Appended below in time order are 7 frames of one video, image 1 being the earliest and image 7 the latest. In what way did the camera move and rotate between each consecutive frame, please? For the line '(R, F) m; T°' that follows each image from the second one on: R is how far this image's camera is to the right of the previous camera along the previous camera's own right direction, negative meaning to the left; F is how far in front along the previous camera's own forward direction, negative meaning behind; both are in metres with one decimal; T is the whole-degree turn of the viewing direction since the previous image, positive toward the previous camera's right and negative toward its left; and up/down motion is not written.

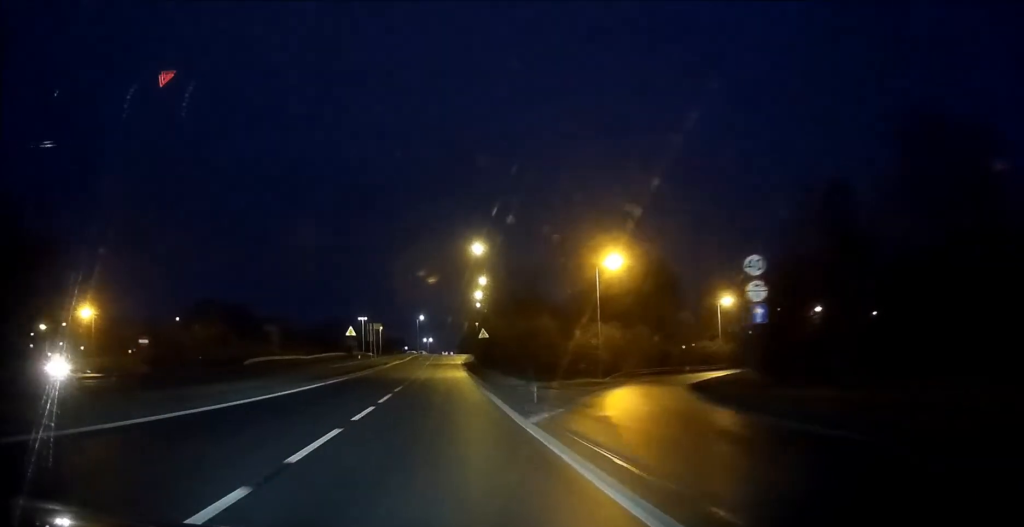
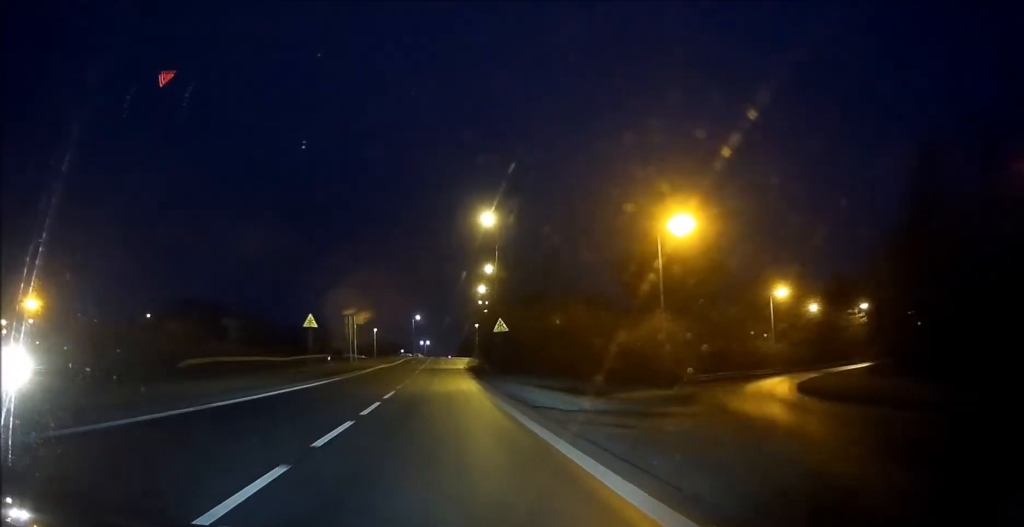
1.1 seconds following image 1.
(0.0, +15.9) m; 0°
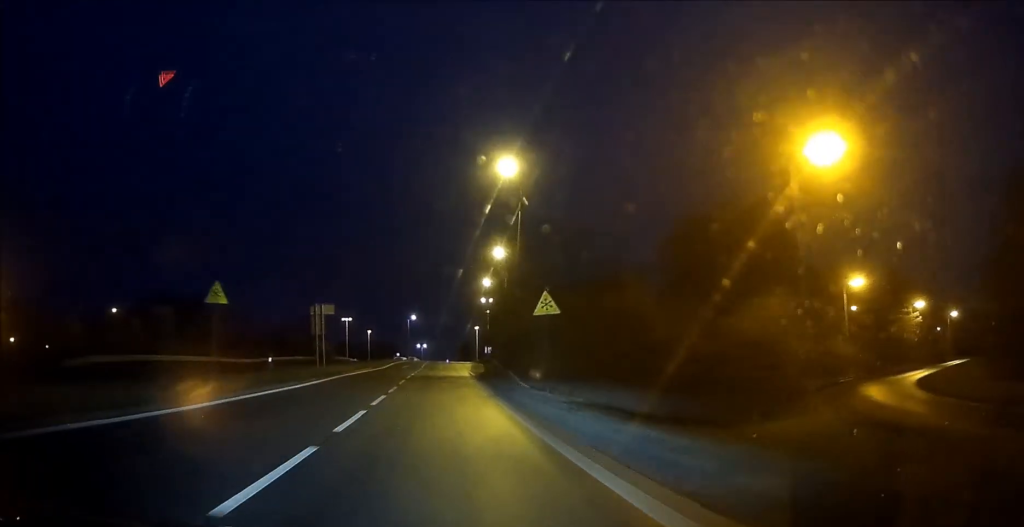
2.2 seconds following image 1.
(+0.1, +15.7) m; 0°
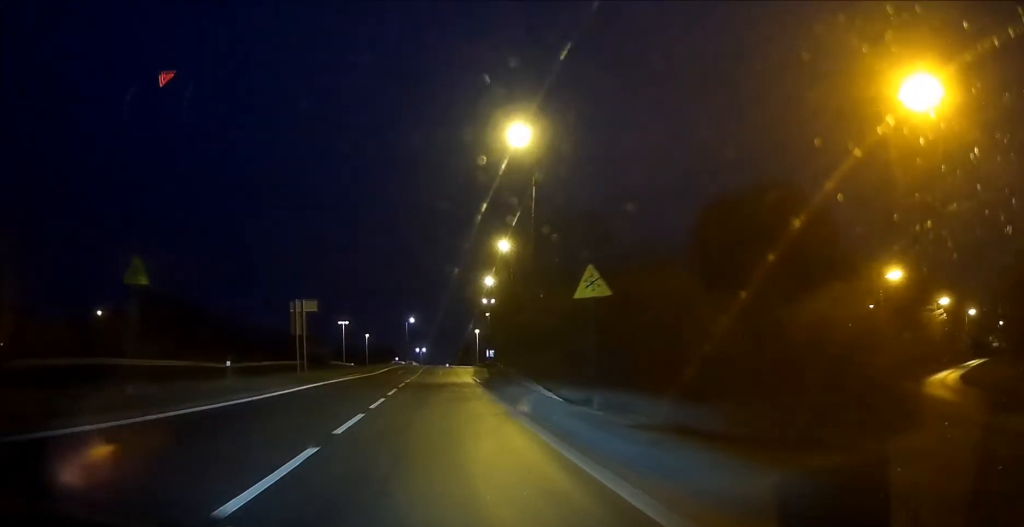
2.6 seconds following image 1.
(0.0, +6.2) m; 0°
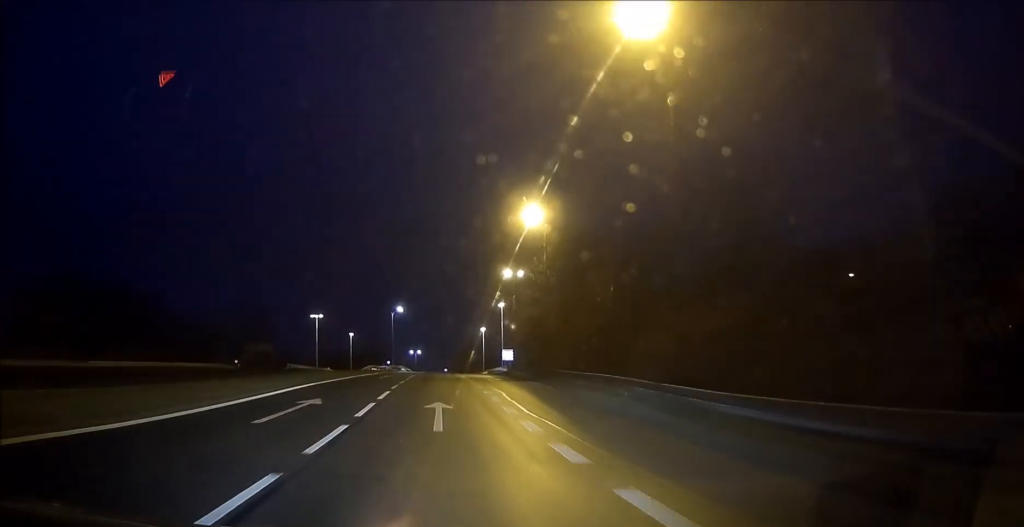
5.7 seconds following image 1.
(-0.5, +43.0) m; 0°
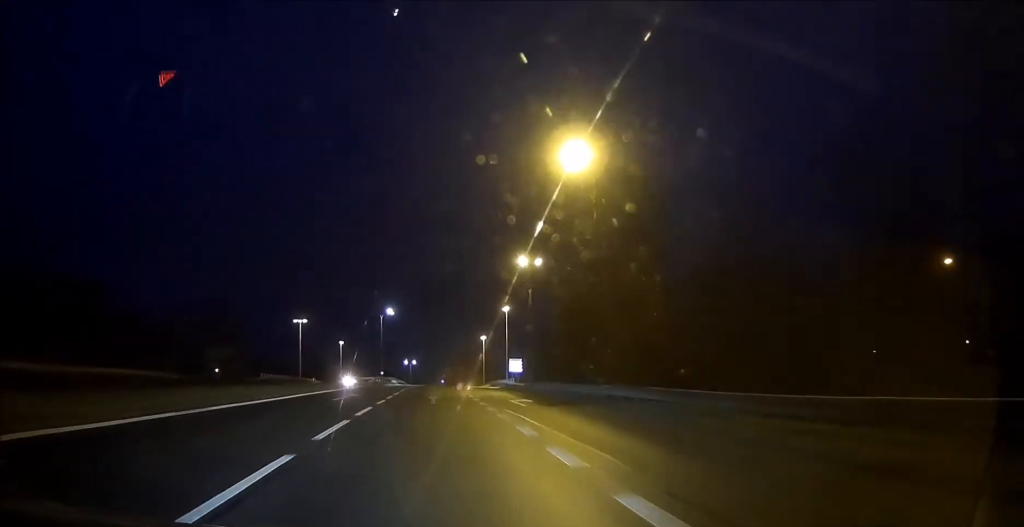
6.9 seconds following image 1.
(+0.1, +16.3) m; 0°
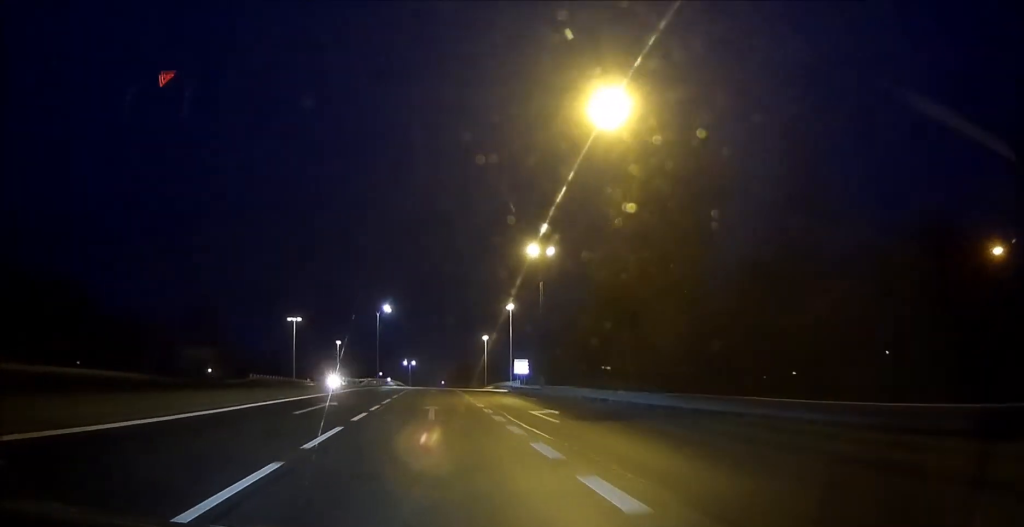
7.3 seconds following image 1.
(0.0, +6.5) m; 0°
